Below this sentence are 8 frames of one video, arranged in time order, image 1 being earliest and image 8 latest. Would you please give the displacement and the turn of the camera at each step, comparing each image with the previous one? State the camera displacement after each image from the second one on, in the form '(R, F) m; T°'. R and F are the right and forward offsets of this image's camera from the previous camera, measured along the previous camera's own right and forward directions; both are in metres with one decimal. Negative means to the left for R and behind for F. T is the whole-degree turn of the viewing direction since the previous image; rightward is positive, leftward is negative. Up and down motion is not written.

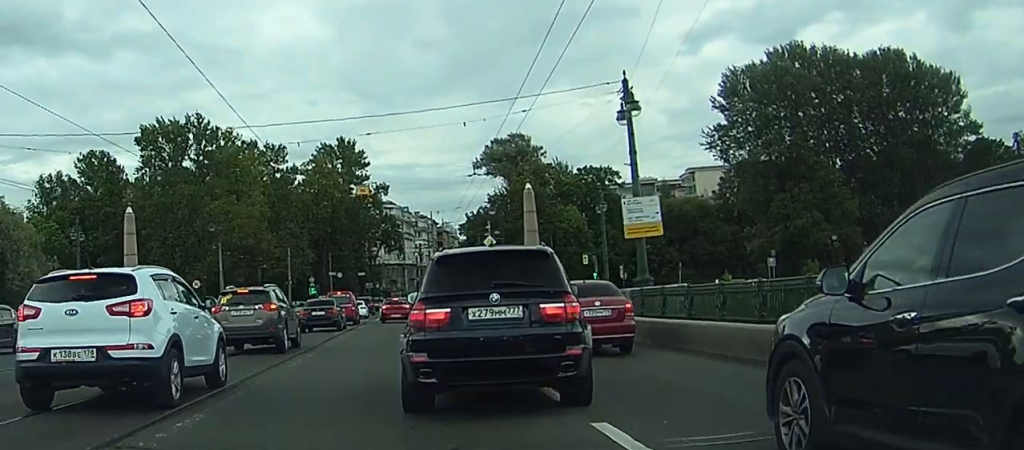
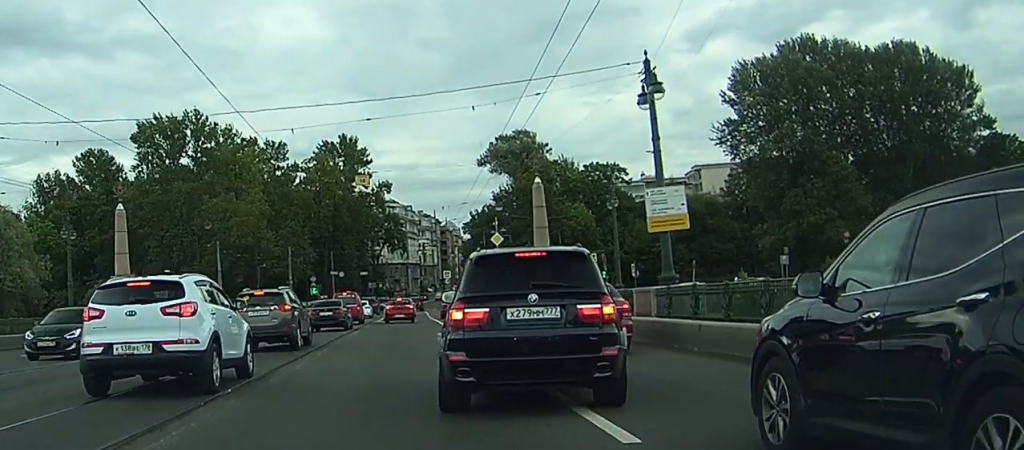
(+0.1, +3.9) m; 0°
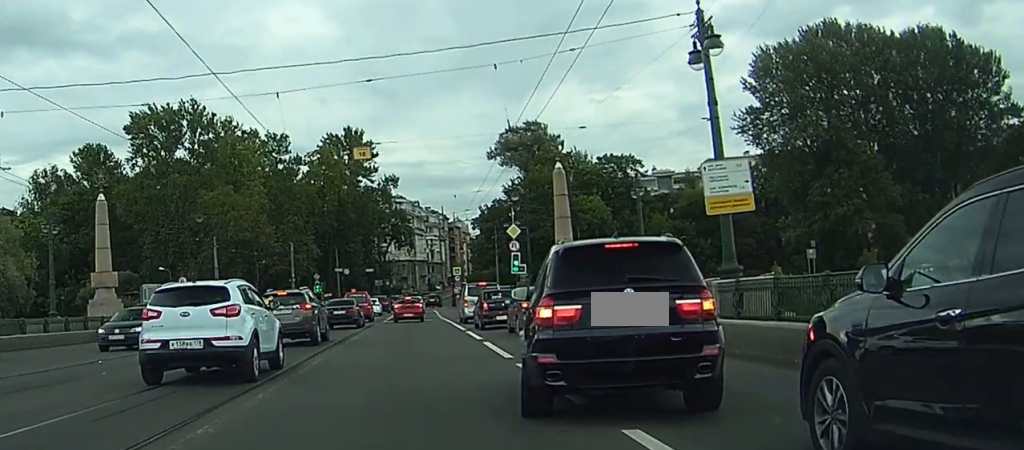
(-0.2, +6.3) m; -3°
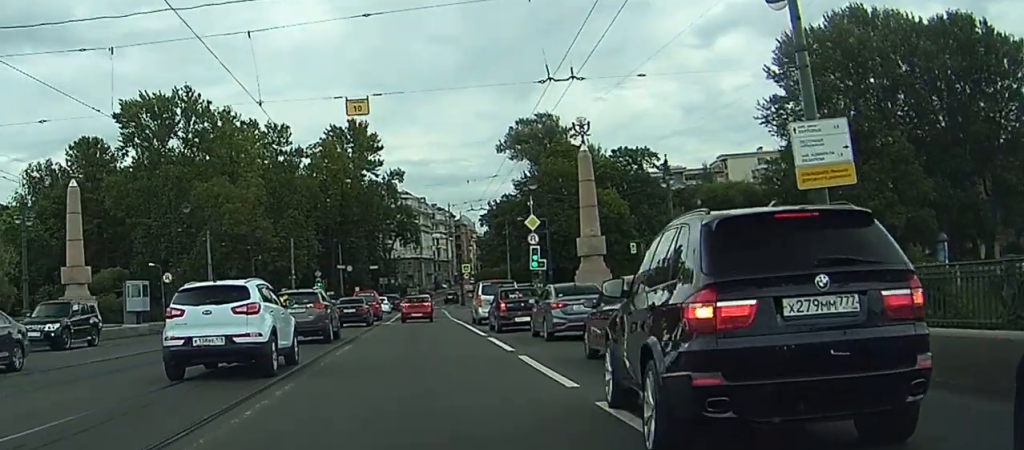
(-0.1, +5.7) m; -2°
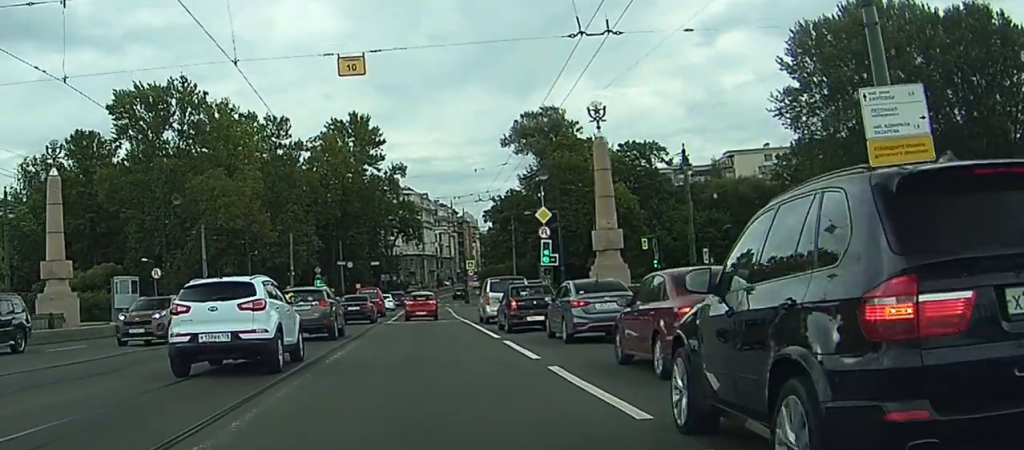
(0.0, +2.9) m; -1°
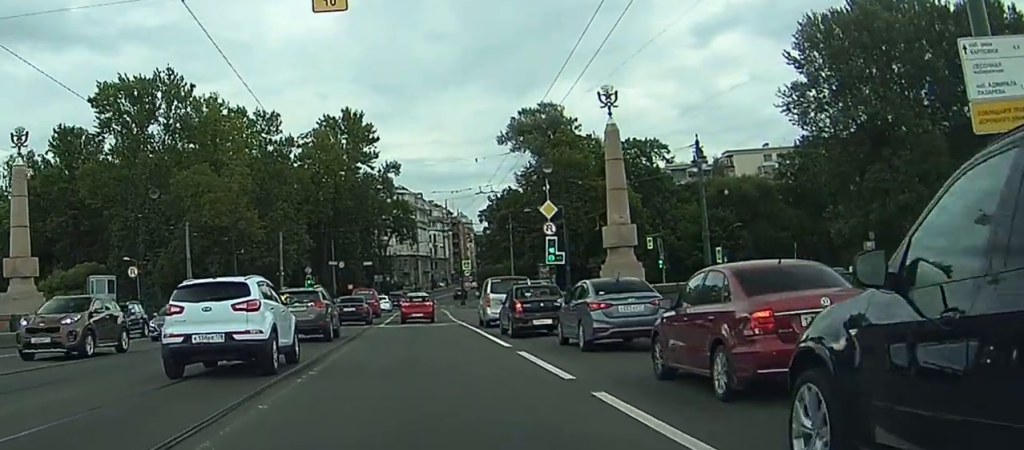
(0.0, +3.2) m; 0°
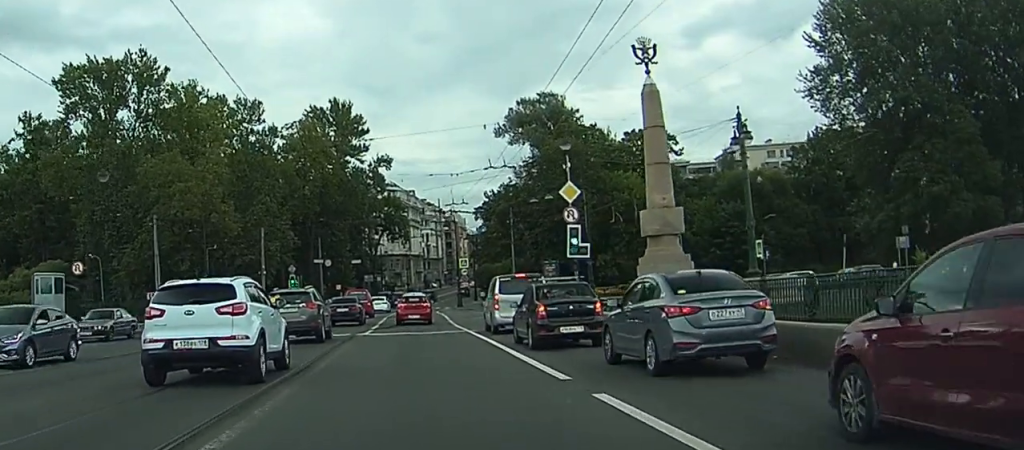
(0.0, +6.5) m; -2°
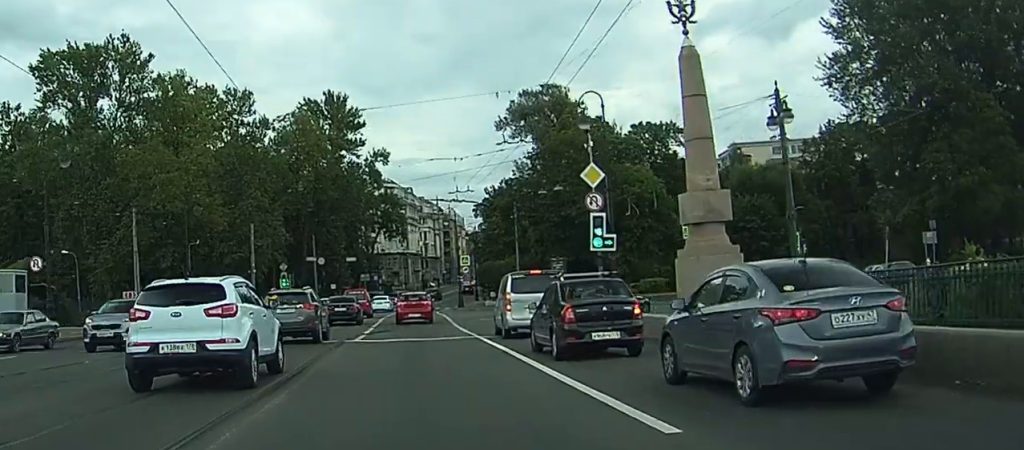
(0.0, +4.0) m; -1°
